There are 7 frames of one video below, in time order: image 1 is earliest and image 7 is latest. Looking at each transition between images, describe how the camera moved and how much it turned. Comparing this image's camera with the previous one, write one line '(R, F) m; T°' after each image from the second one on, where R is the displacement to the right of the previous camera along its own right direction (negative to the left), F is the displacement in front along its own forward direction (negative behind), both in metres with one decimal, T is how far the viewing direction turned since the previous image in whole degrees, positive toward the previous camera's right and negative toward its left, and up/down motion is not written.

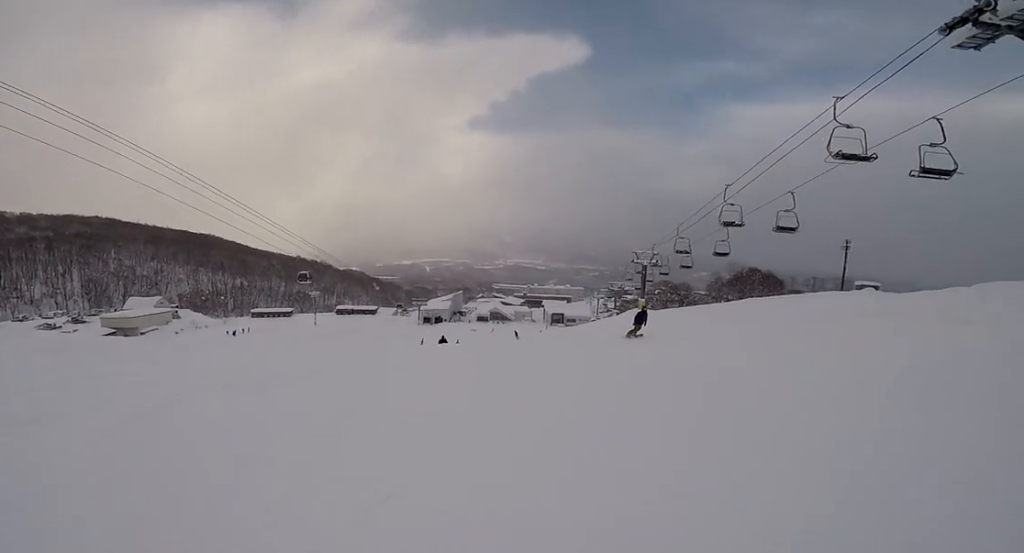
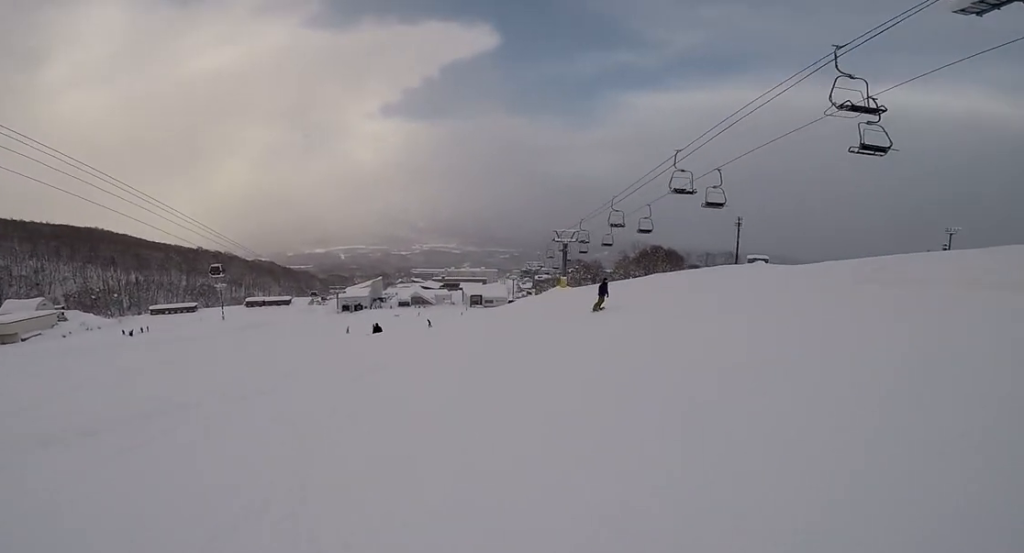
(+0.7, +2.4) m; +18°
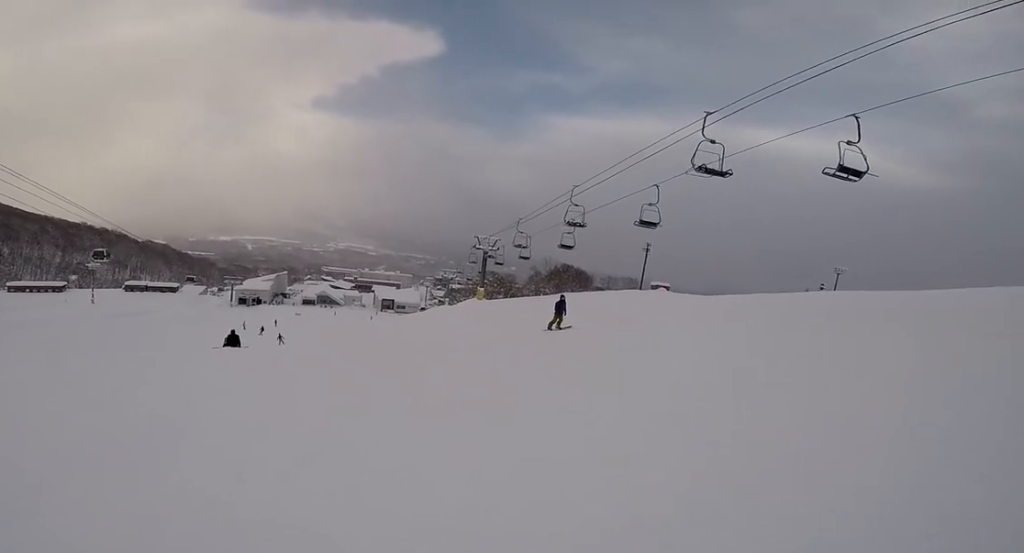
(+1.8, +6.4) m; +11°
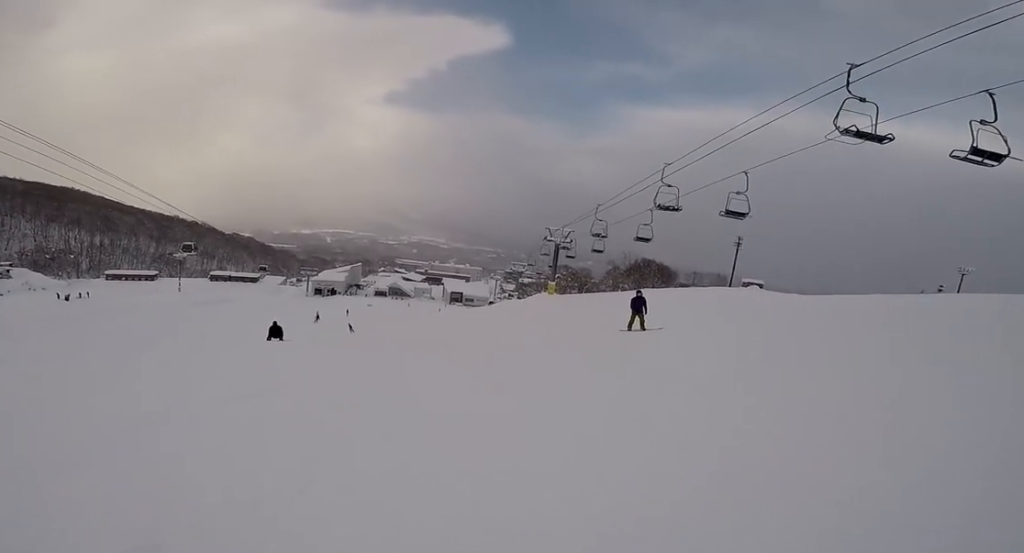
(+0.2, +2.2) m; -15°
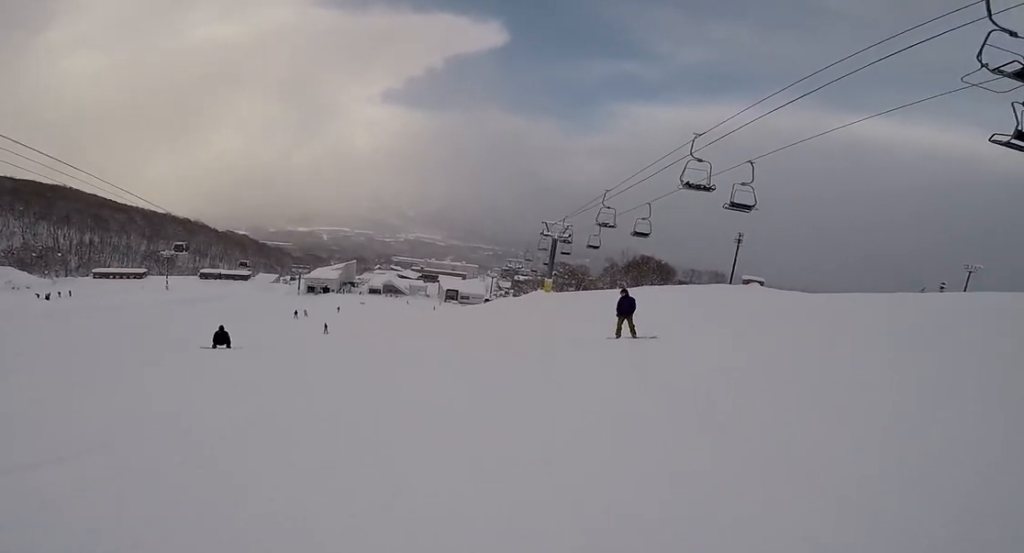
(-0.9, +2.7) m; -9°
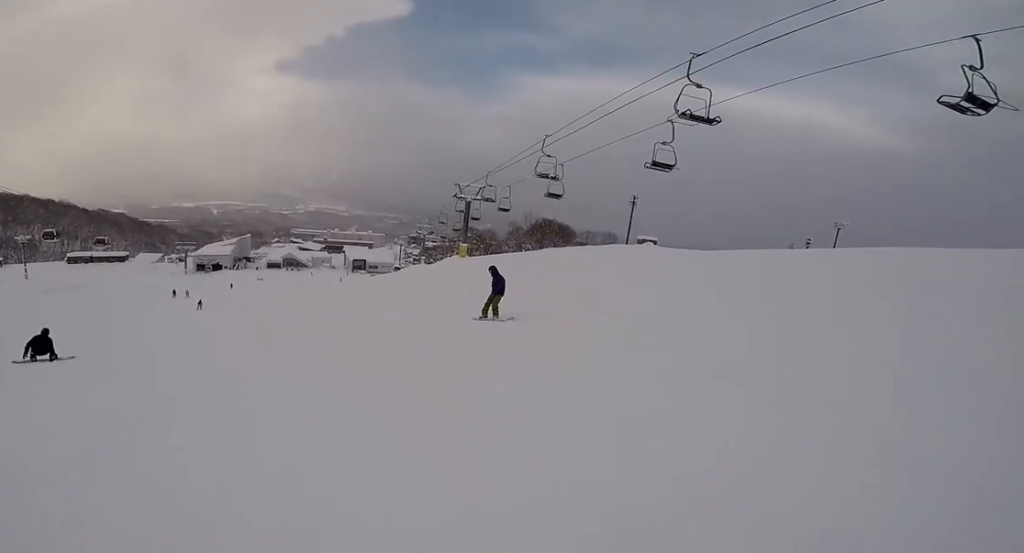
(+0.2, +3.8) m; +17°
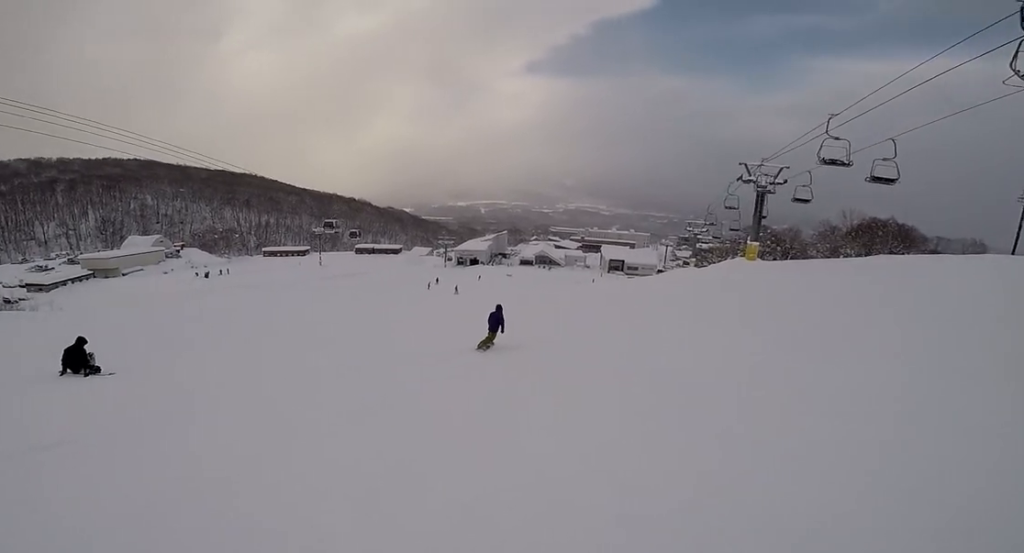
(-1.4, +8.4) m; -36°
